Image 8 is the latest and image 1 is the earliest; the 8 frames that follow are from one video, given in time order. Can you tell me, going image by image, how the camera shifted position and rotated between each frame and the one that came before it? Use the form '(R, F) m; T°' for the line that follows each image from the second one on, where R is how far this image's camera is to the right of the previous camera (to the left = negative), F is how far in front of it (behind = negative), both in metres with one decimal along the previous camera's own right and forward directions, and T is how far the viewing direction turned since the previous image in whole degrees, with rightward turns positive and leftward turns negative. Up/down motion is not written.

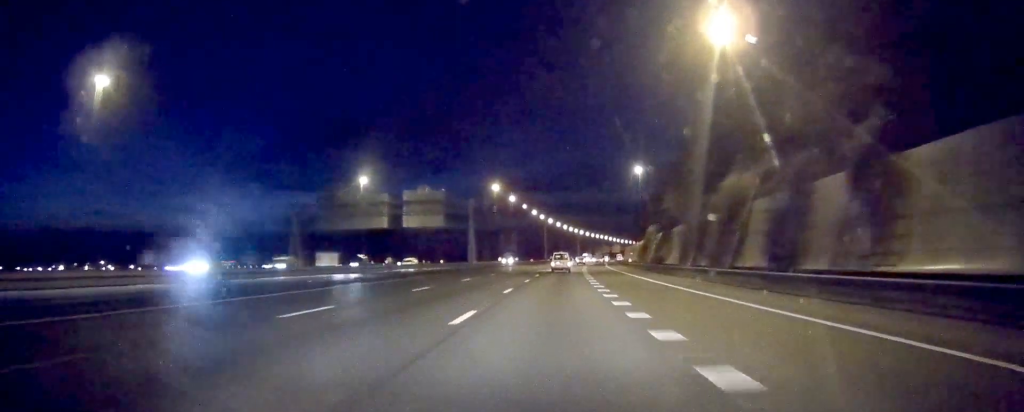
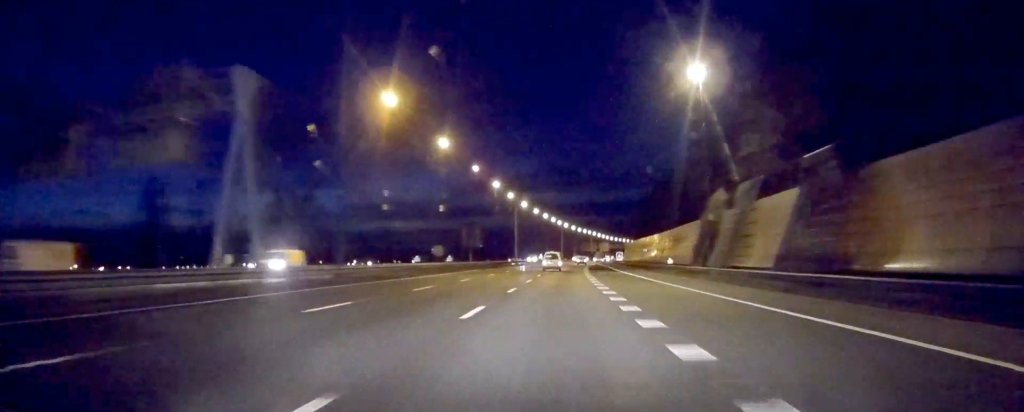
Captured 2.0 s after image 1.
(+1.2, +58.4) m; +2°
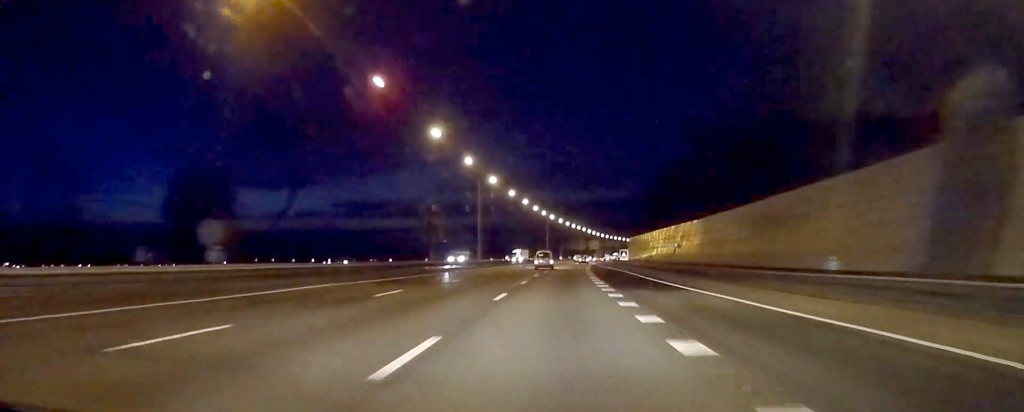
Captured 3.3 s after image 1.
(+0.7, +40.1) m; +2°
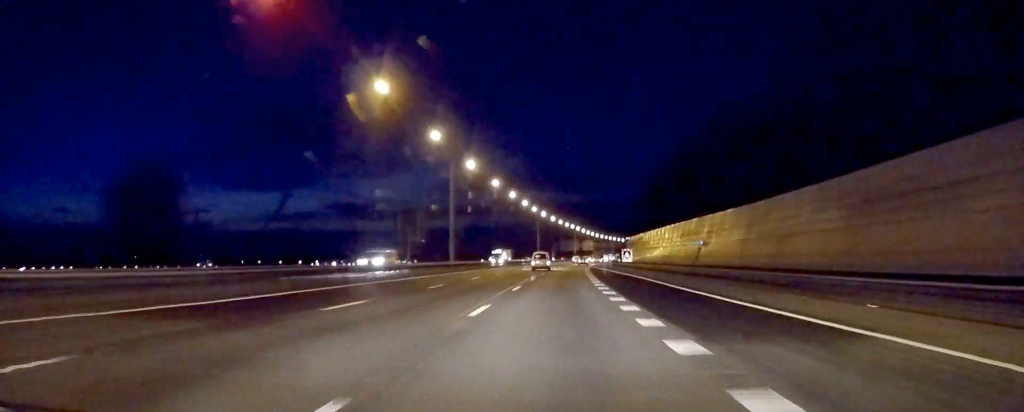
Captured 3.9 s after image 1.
(+0.2, +16.8) m; +1°
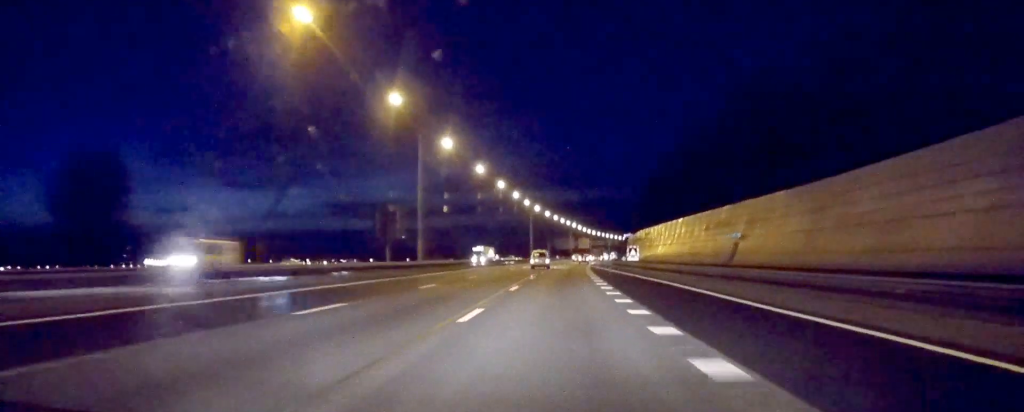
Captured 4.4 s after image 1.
(0.0, +13.9) m; 0°
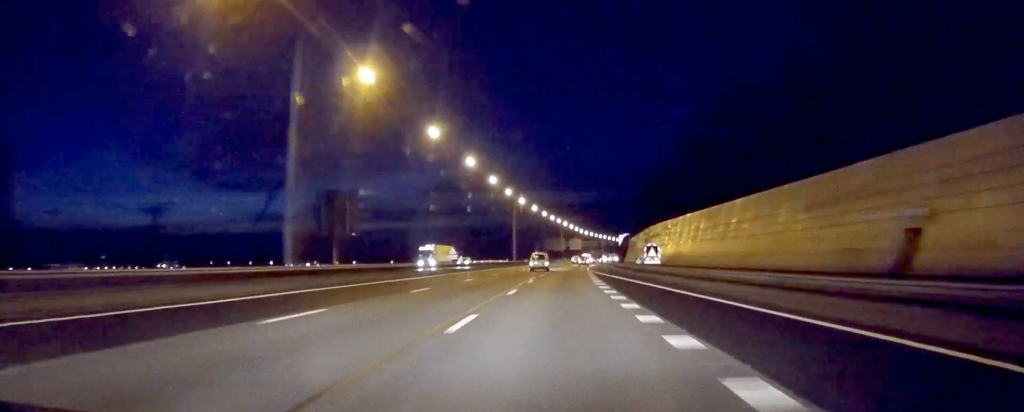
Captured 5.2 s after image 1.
(+0.1, +25.7) m; 0°
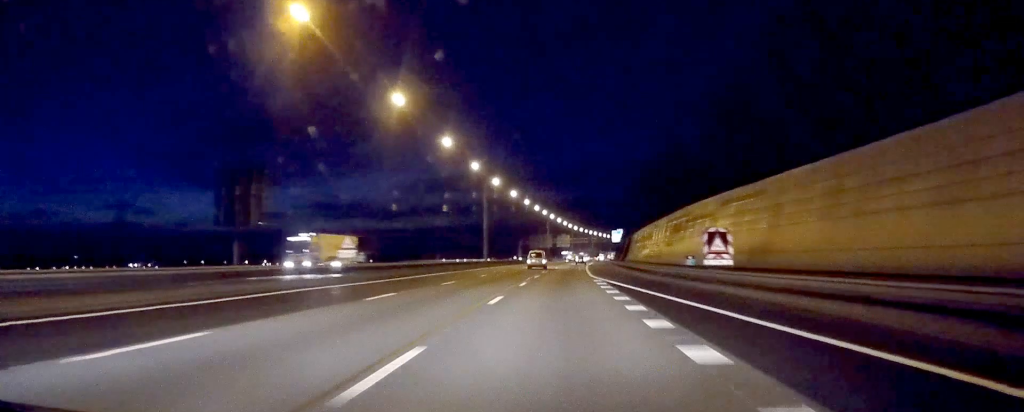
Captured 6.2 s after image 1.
(+0.2, +29.4) m; +1°
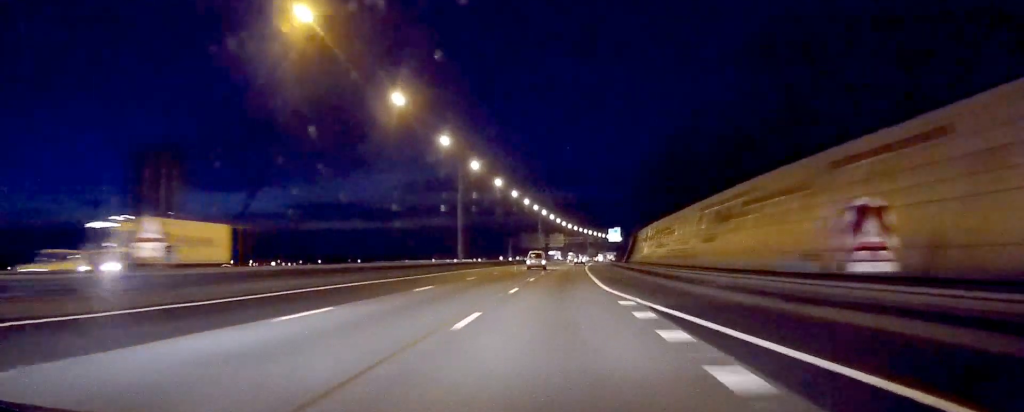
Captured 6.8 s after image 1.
(0.0, +17.6) m; +1°
